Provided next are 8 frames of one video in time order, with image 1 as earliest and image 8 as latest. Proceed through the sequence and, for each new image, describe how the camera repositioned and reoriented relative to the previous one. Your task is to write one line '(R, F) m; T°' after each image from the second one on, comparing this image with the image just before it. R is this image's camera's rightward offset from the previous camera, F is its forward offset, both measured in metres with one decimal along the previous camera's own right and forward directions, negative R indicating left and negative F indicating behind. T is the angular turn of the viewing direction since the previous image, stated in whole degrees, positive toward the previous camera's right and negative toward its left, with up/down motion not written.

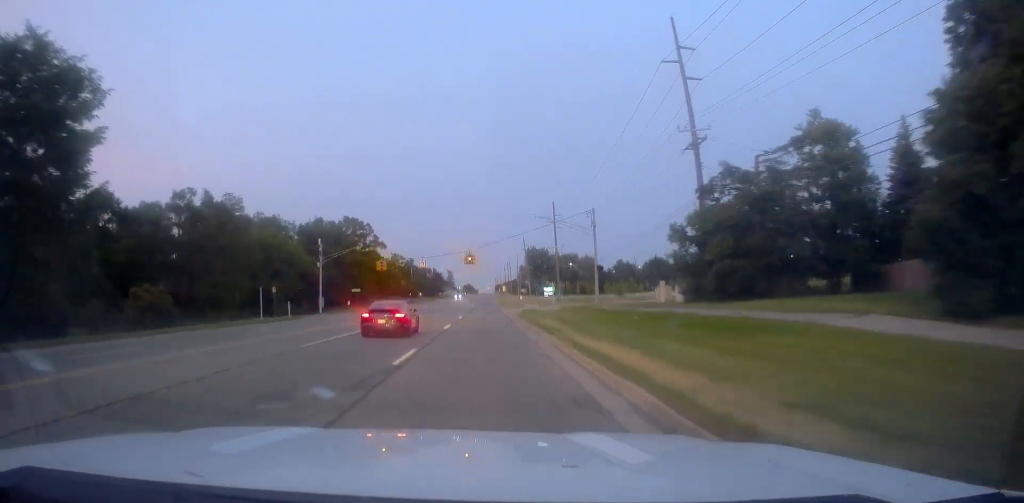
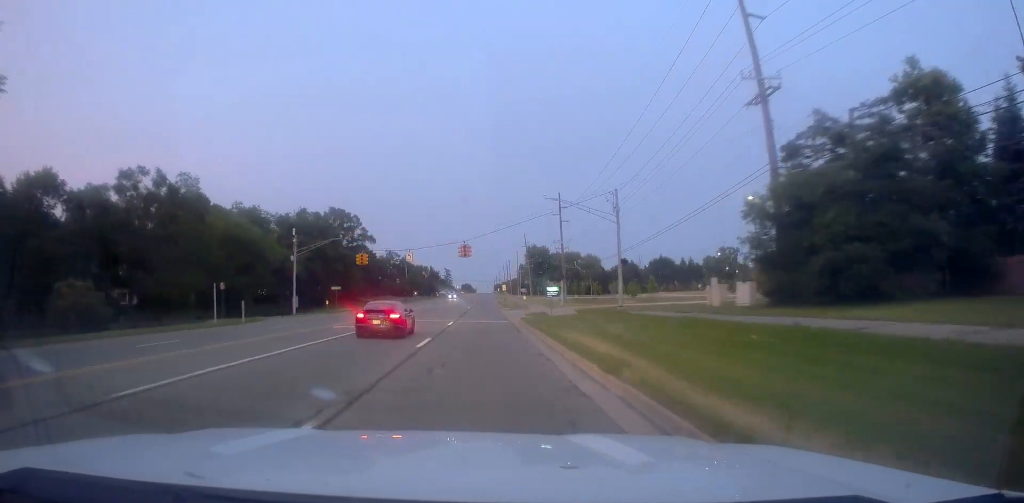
(+0.2, +10.8) m; 0°
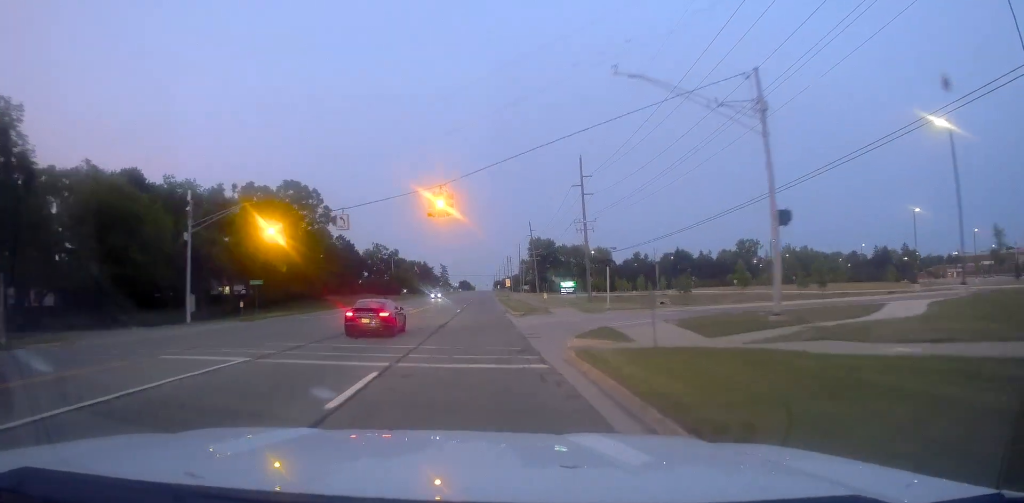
(-0.4, +26.5) m; -2°
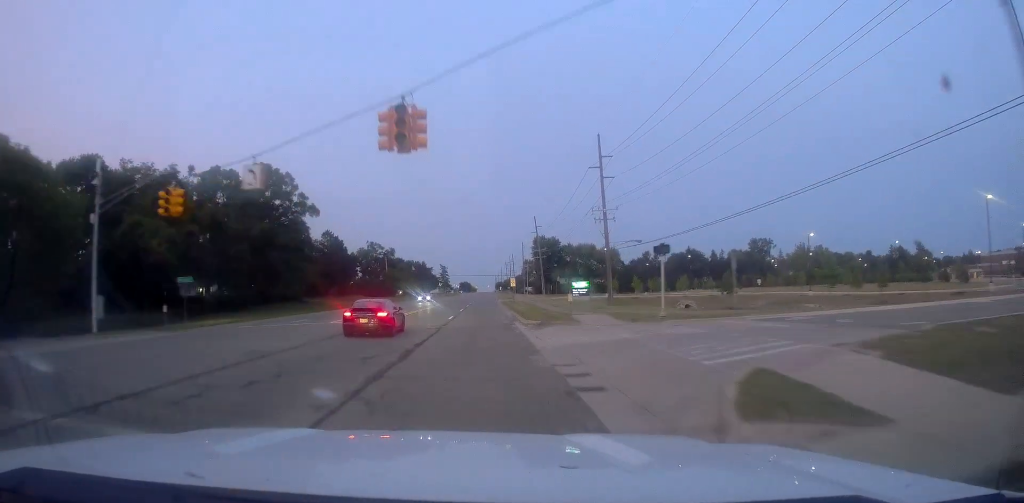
(-0.1, +12.7) m; 0°
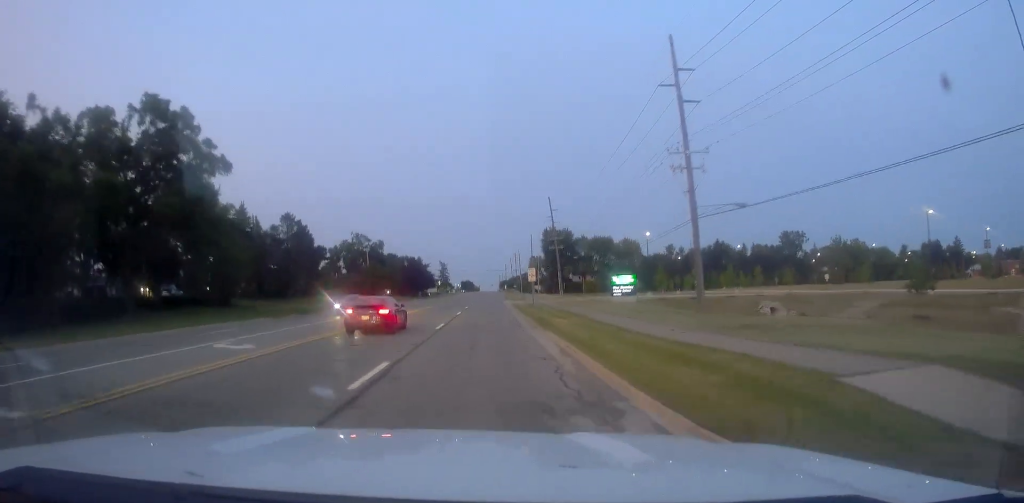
(+0.7, +27.9) m; +3°
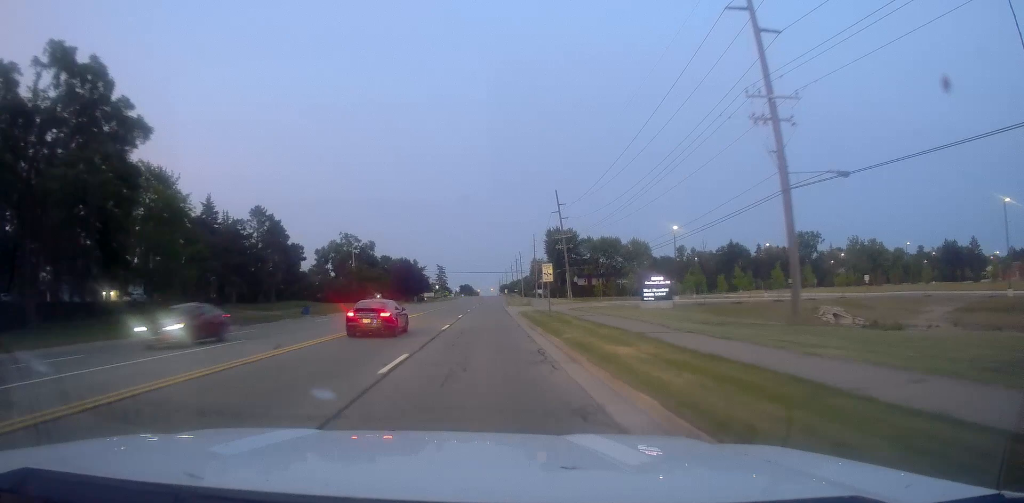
(+0.2, +13.2) m; 0°
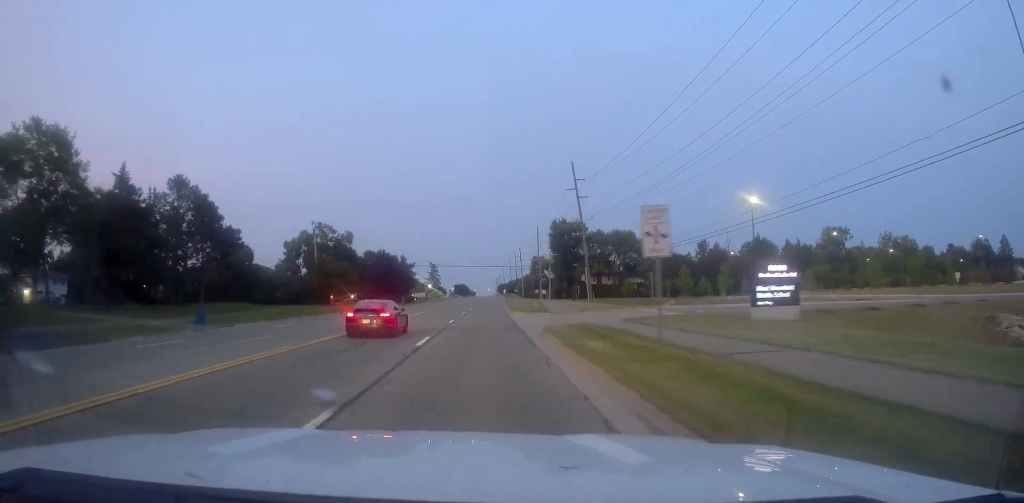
(-0.2, +23.6) m; -2°
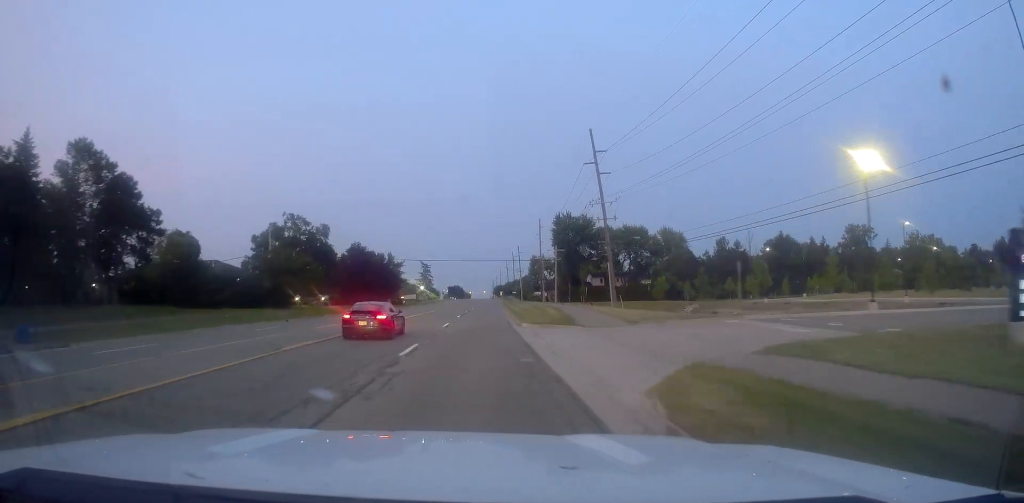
(-0.3, +17.8) m; -1°
